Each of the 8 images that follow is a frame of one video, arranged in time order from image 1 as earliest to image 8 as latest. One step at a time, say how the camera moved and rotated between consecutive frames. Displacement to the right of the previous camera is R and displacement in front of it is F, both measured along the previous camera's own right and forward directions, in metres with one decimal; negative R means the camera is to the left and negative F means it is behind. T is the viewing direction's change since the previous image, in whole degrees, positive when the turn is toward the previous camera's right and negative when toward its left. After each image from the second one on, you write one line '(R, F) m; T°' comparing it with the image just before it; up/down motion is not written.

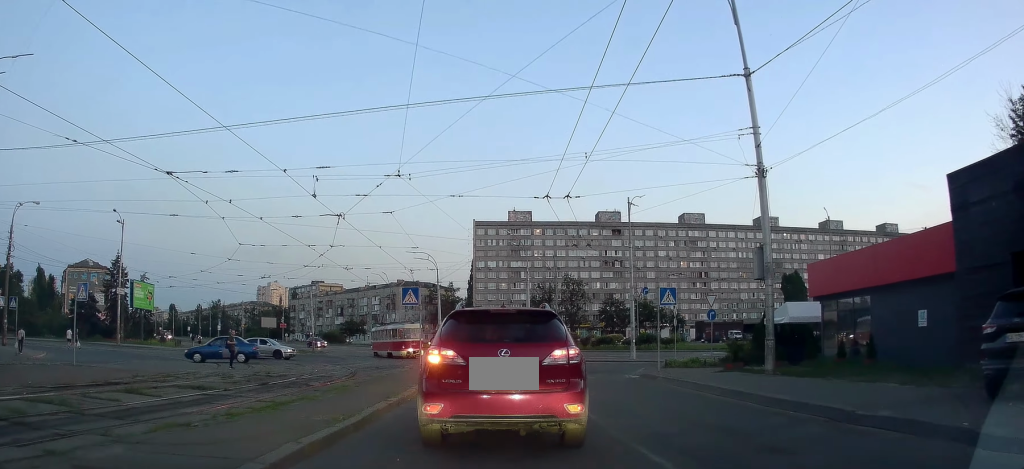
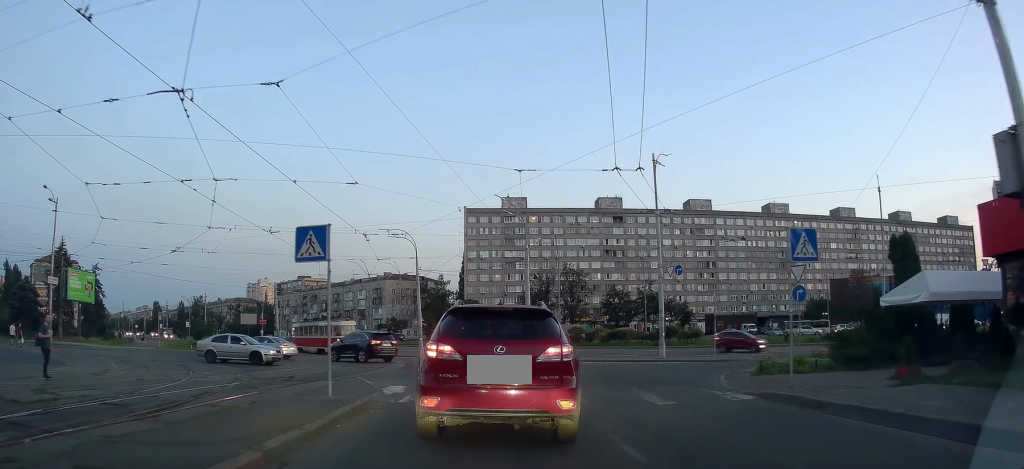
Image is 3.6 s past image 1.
(+0.3, +12.6) m; +2°
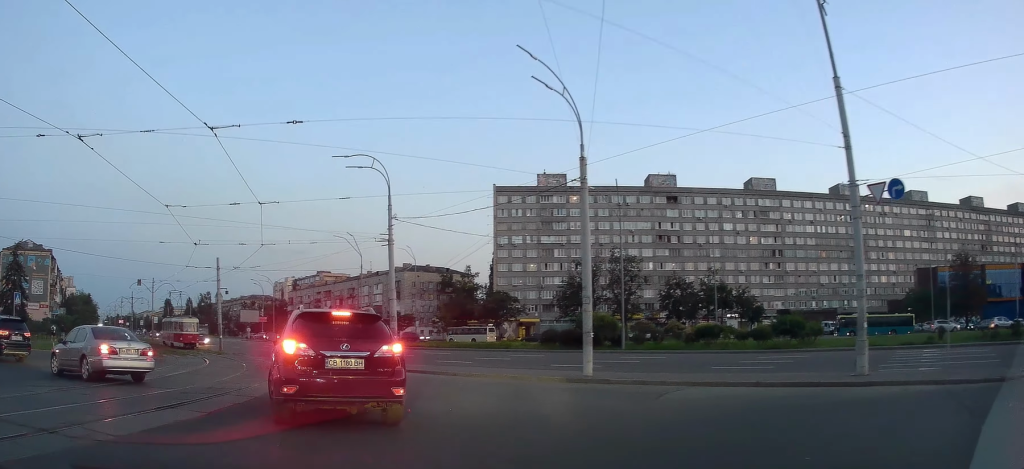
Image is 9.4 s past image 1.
(-0.5, +22.1) m; -6°
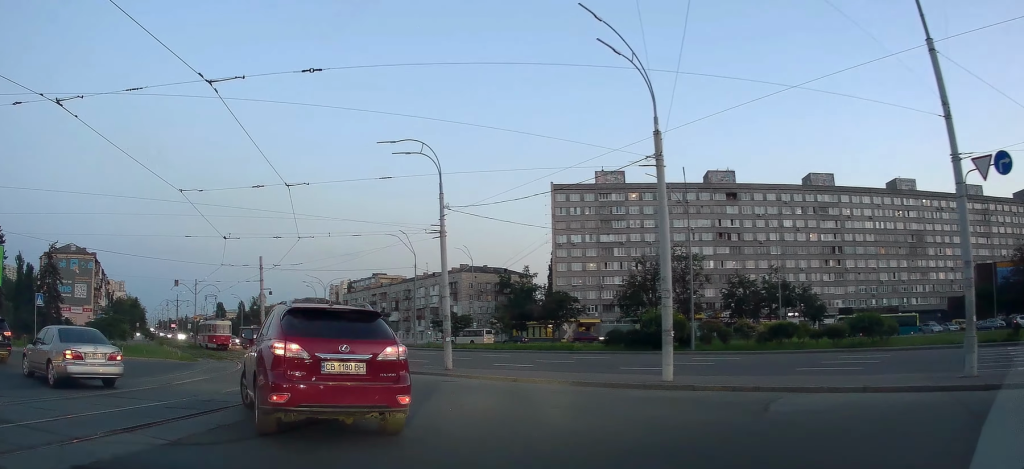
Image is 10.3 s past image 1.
(-0.2, +2.8) m; -2°
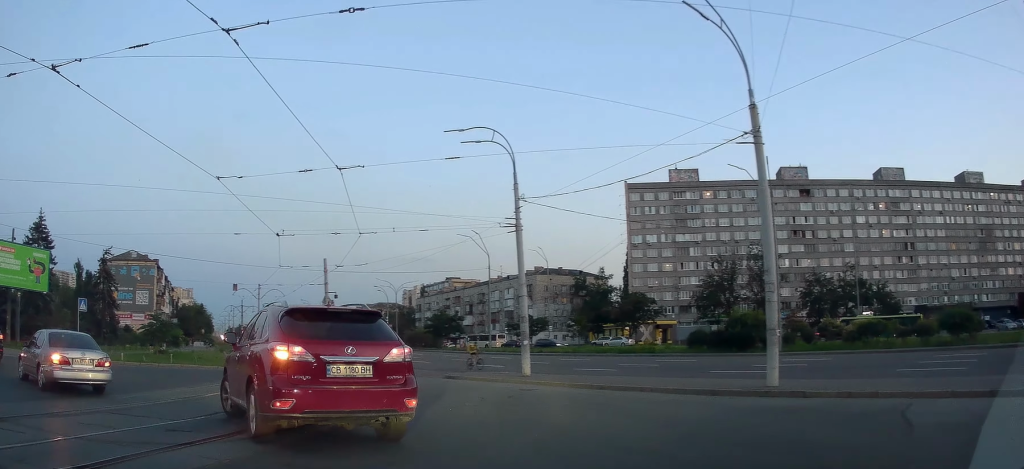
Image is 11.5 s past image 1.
(-0.2, +3.5) m; -3°
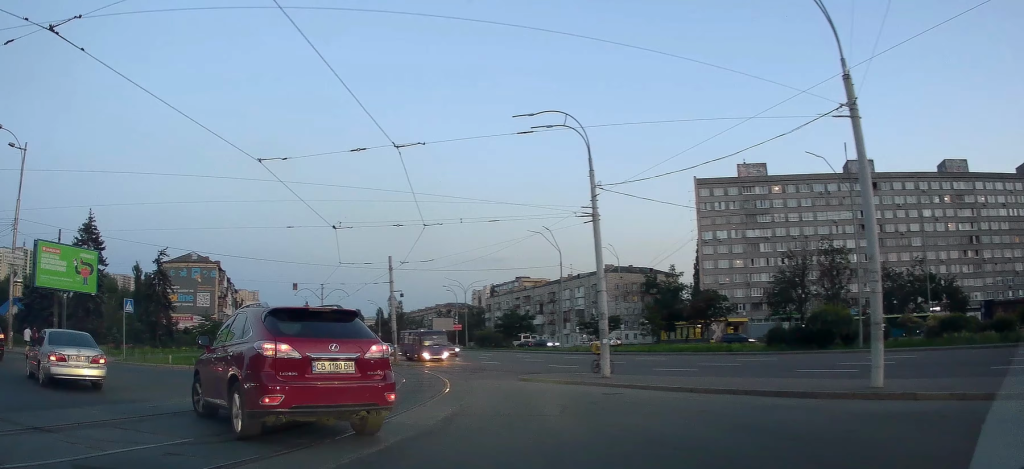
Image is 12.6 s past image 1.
(0.0, +2.7) m; -6°
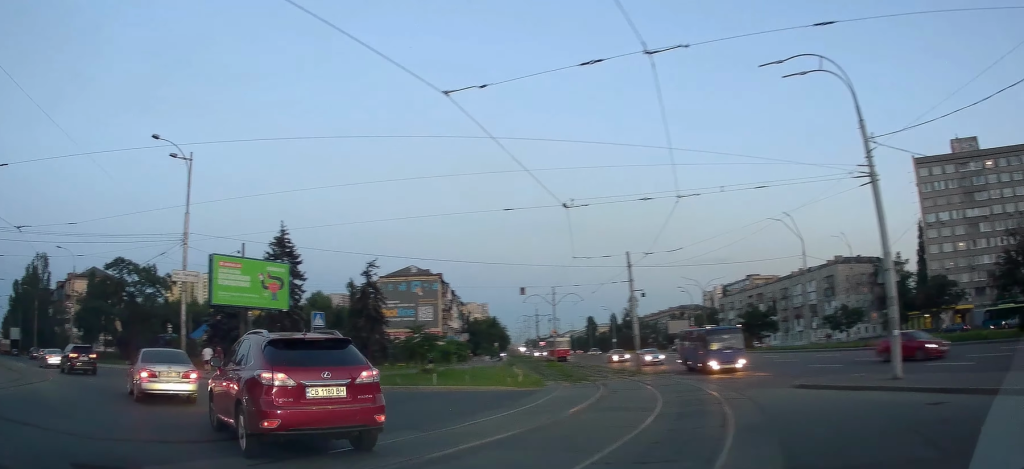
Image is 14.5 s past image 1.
(-0.5, +5.0) m; -16°
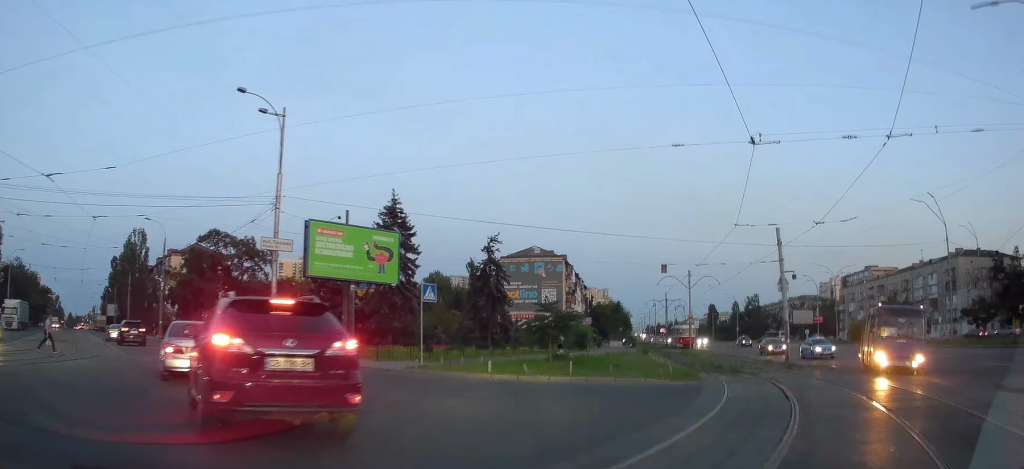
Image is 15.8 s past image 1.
(-0.3, +3.6) m; -14°
